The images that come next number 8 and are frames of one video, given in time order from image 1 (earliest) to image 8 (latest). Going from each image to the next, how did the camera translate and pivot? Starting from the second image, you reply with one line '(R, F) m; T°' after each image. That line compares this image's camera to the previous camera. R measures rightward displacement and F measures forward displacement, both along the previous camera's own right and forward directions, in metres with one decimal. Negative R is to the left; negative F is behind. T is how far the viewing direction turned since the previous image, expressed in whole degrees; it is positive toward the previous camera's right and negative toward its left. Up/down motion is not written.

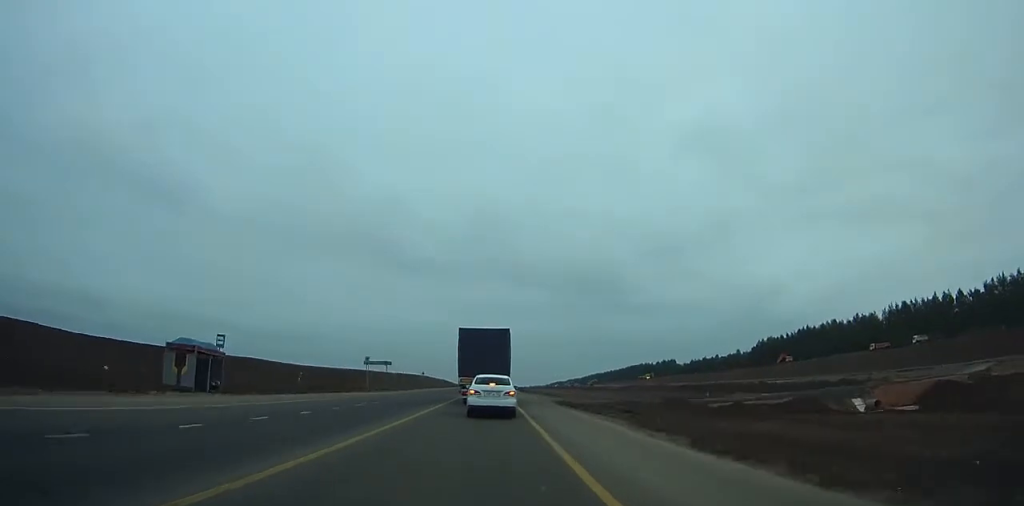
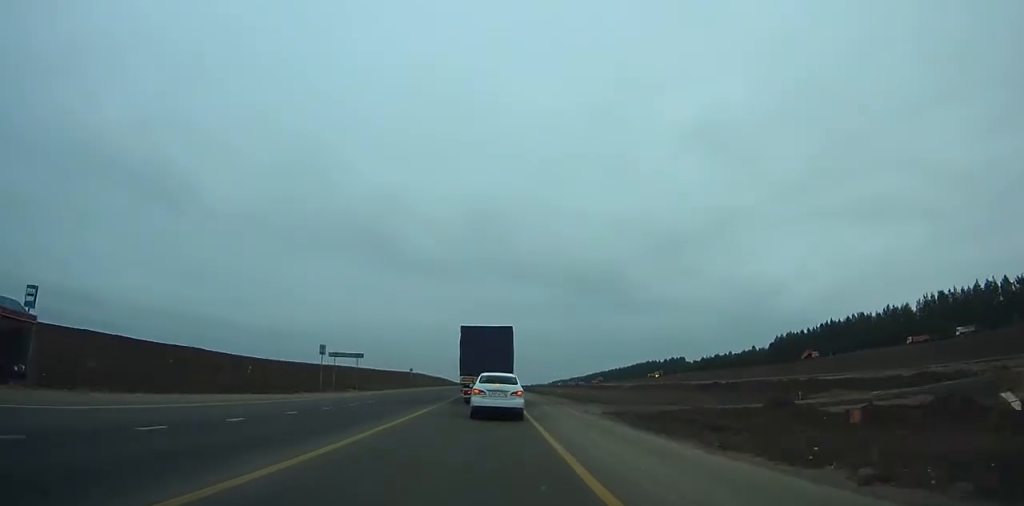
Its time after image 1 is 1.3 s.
(0.0, +17.7) m; 0°
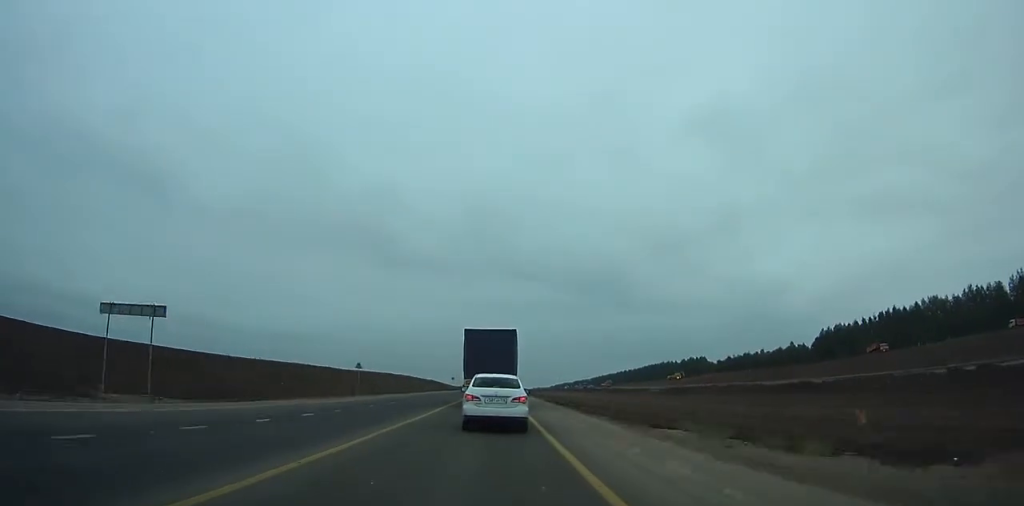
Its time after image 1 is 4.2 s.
(-0.2, +39.6) m; -1°
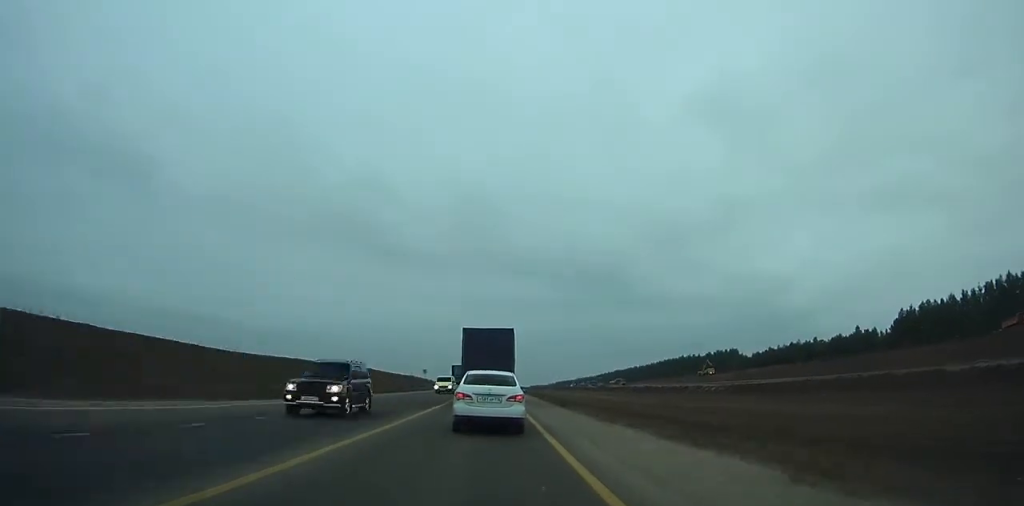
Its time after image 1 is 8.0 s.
(-0.1, +52.1) m; 0°
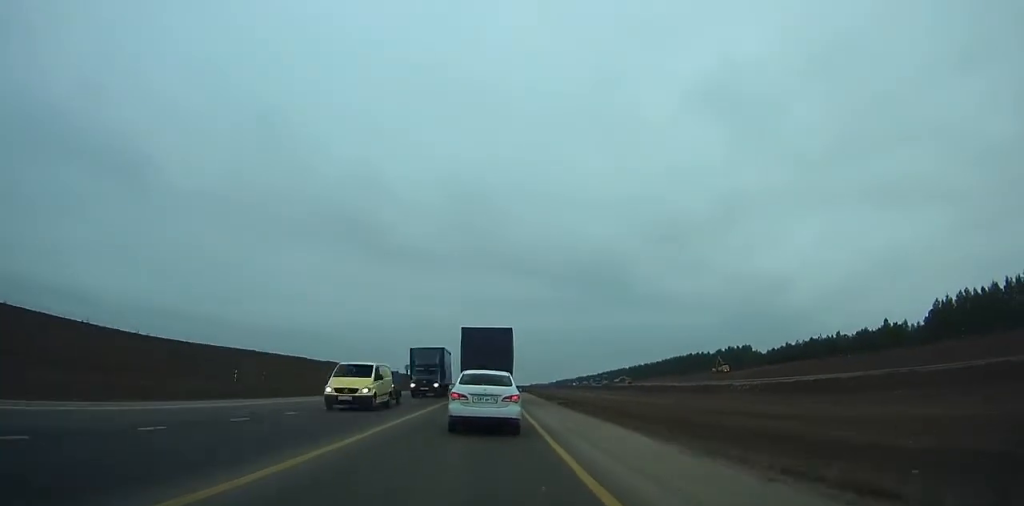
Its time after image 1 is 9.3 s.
(0.0, +17.9) m; 0°
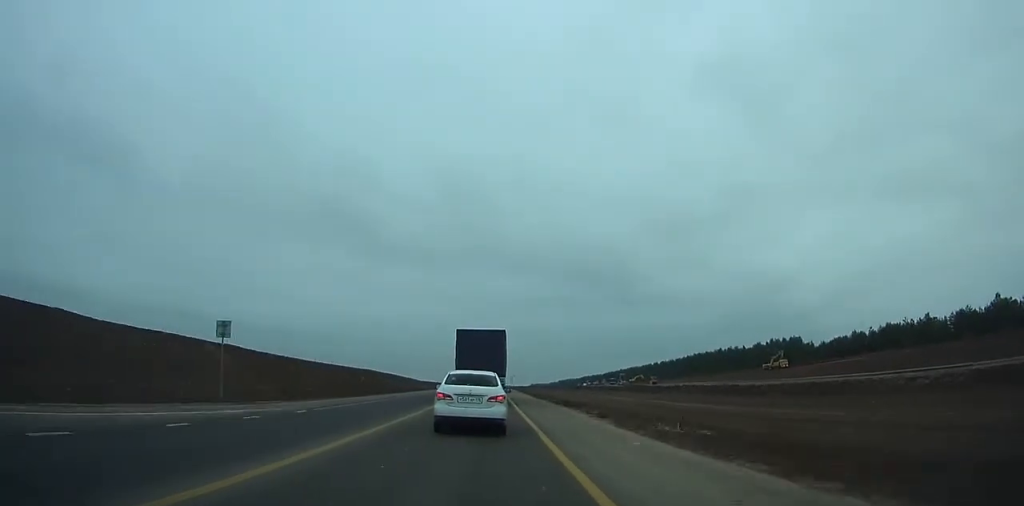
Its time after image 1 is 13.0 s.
(-0.1, +51.4) m; 0°
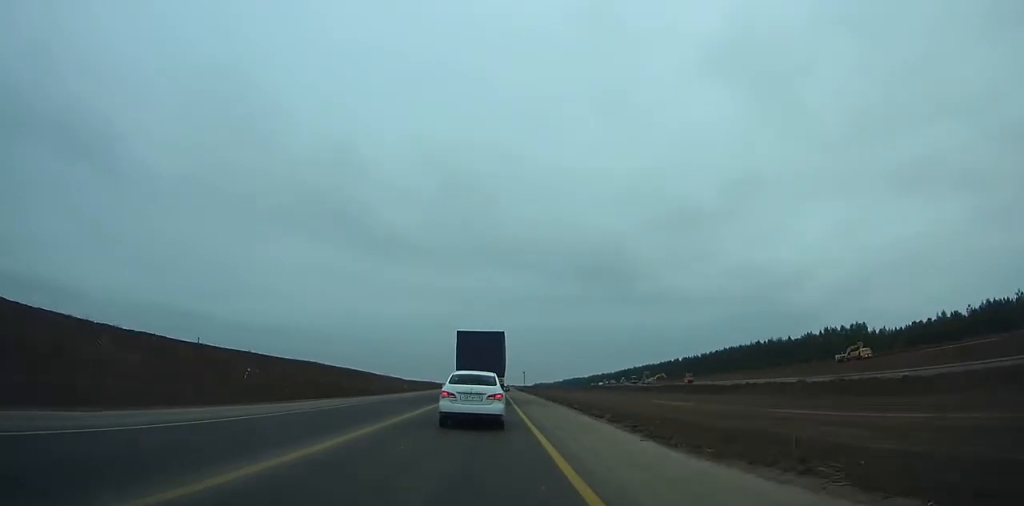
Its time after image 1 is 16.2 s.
(0.0, +45.1) m; 0°
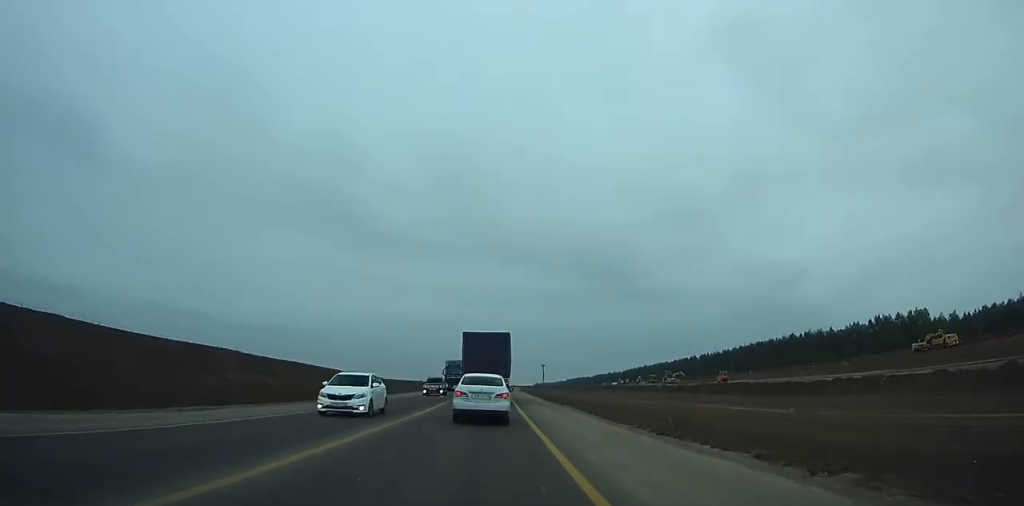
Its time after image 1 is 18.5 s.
(0.0, +32.8) m; 0°
